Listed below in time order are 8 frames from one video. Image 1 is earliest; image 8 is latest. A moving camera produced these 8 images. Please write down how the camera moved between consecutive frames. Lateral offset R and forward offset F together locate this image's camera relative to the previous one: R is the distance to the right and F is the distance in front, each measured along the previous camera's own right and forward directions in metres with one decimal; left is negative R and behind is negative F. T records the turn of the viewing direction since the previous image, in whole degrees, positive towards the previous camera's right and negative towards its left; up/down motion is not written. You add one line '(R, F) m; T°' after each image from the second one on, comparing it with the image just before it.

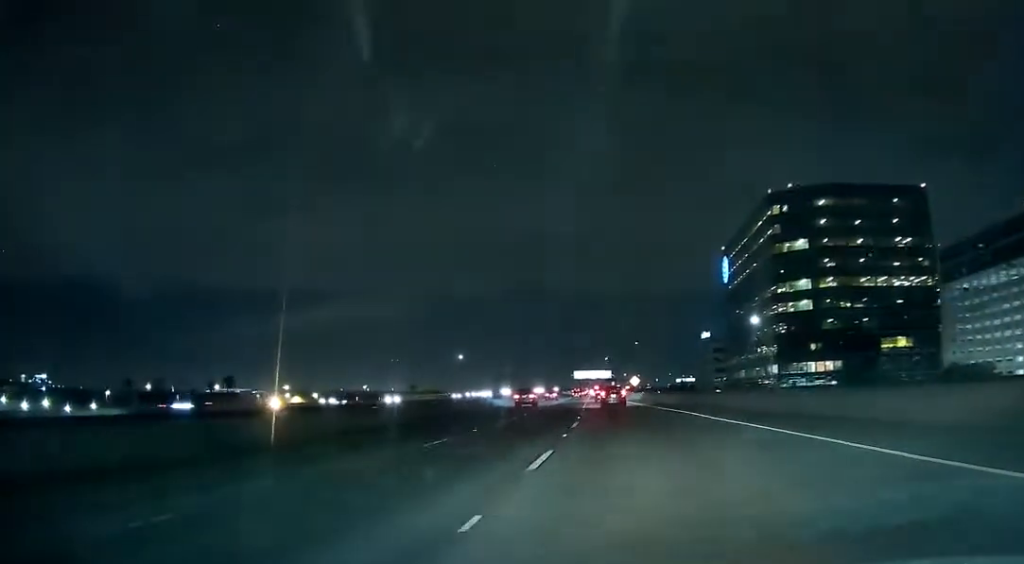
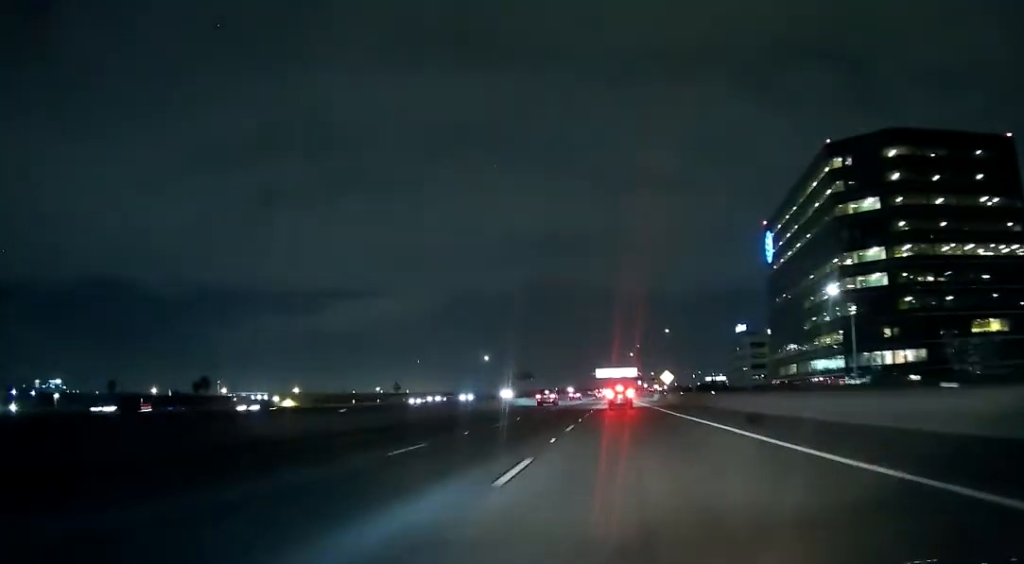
(-0.6, +30.1) m; -1°
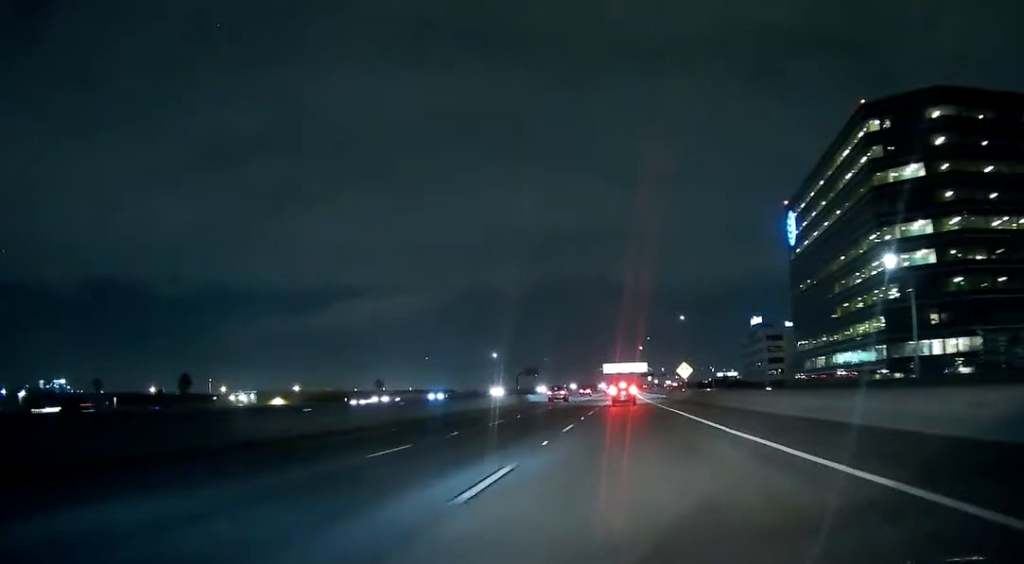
(0.0, +15.9) m; -1°
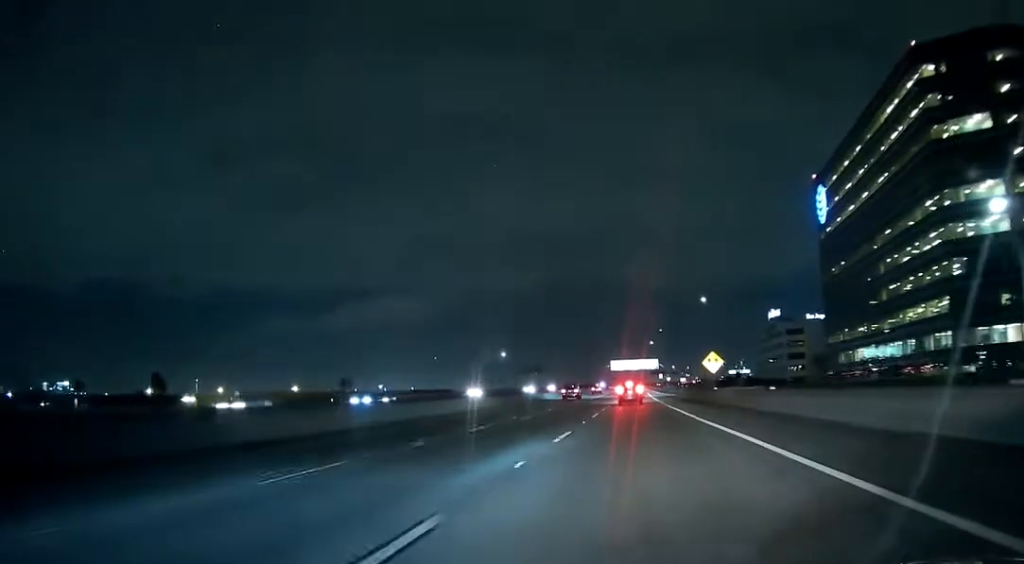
(-0.1, +20.1) m; -1°
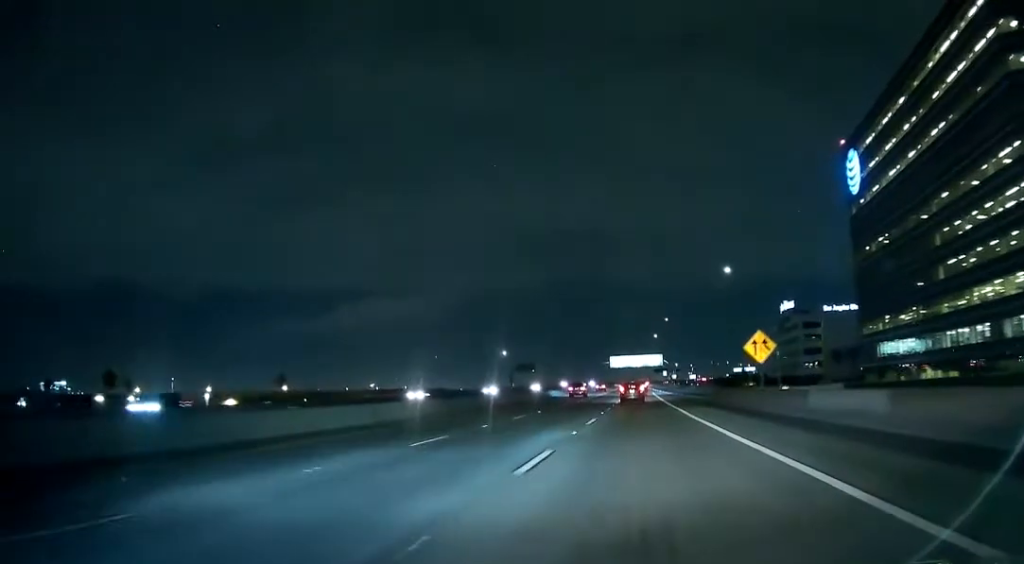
(-0.2, +21.8) m; 0°
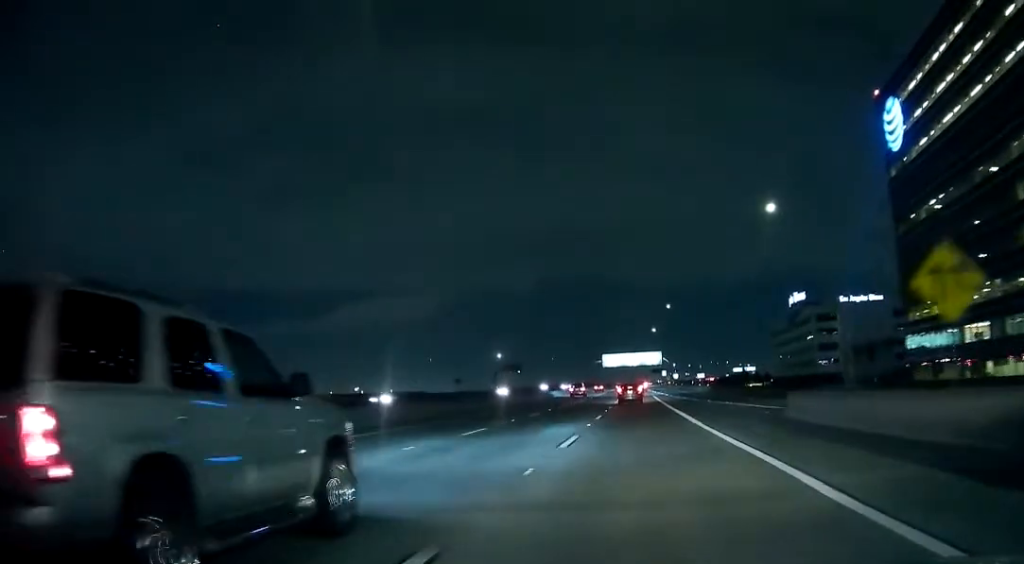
(0.0, +24.1) m; 0°
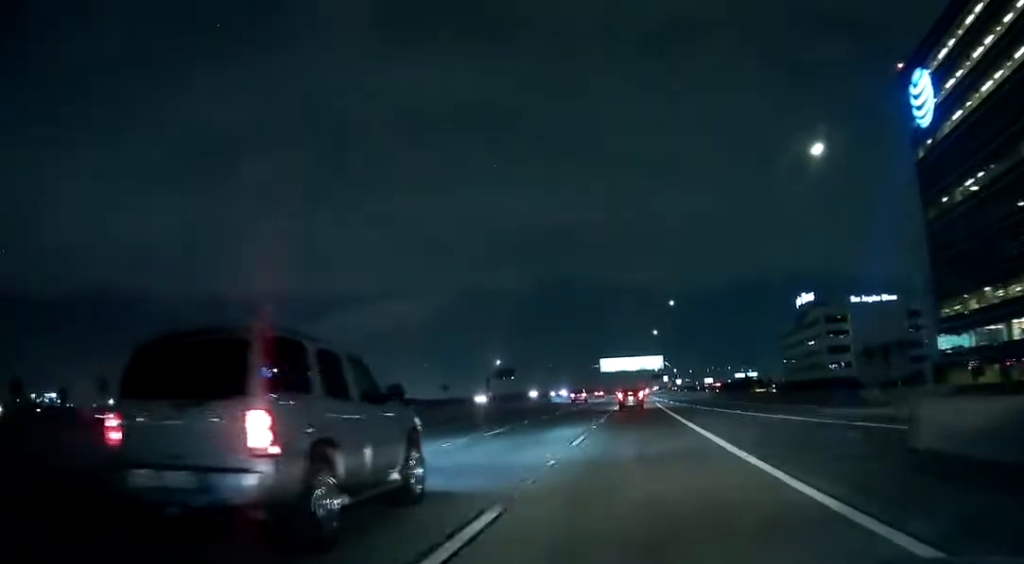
(0.0, +11.5) m; 0°
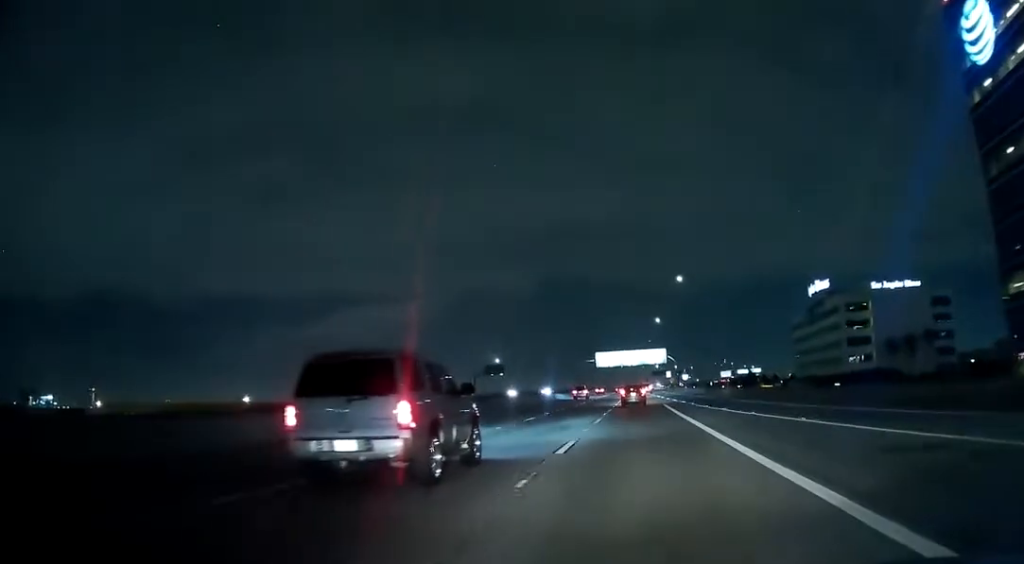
(+0.1, +18.9) m; 0°
